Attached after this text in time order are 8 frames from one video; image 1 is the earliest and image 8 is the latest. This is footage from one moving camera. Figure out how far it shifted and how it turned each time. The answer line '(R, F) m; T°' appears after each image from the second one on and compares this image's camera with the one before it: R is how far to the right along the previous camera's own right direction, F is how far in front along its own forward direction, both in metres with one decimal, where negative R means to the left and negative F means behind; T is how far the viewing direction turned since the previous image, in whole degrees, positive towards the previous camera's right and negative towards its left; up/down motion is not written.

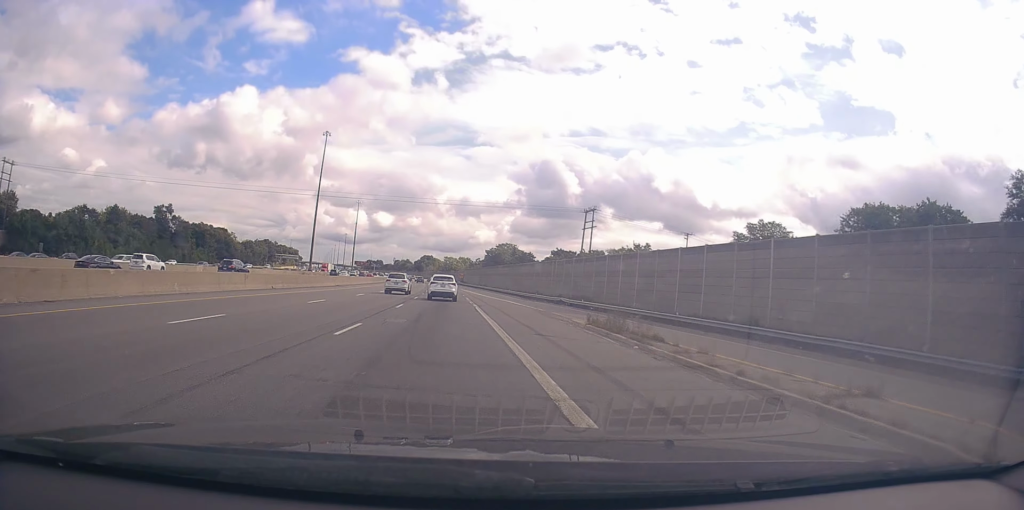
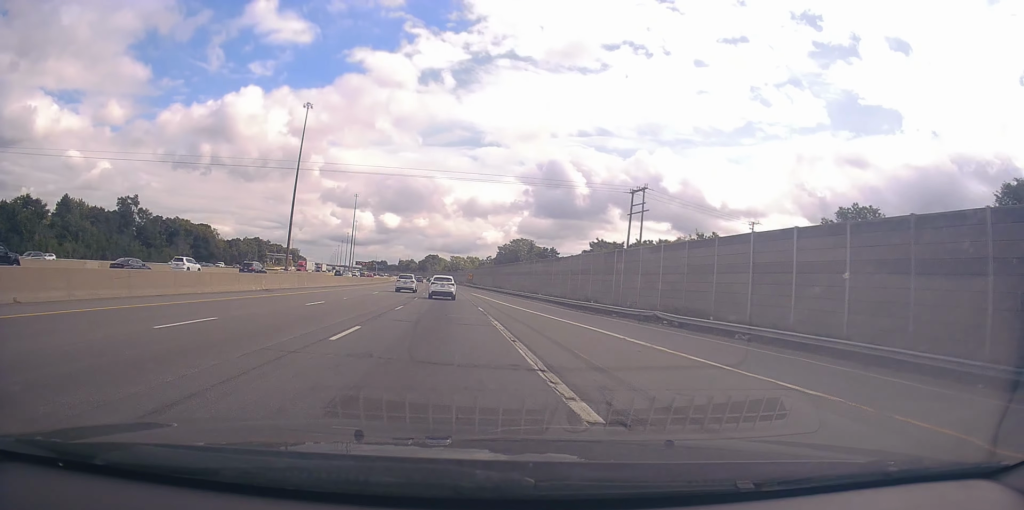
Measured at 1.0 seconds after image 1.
(-0.5, +25.7) m; -1°
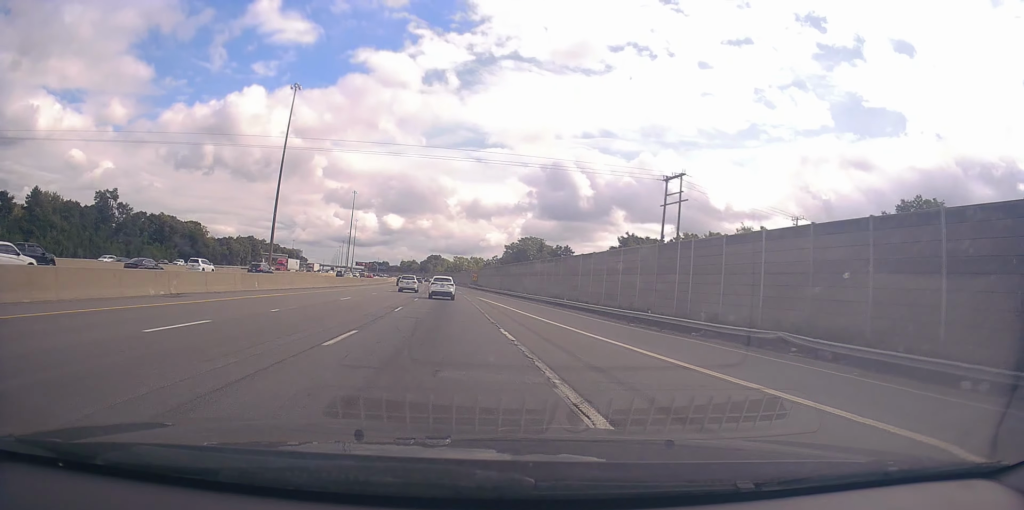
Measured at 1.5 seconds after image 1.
(0.0, +13.0) m; 0°
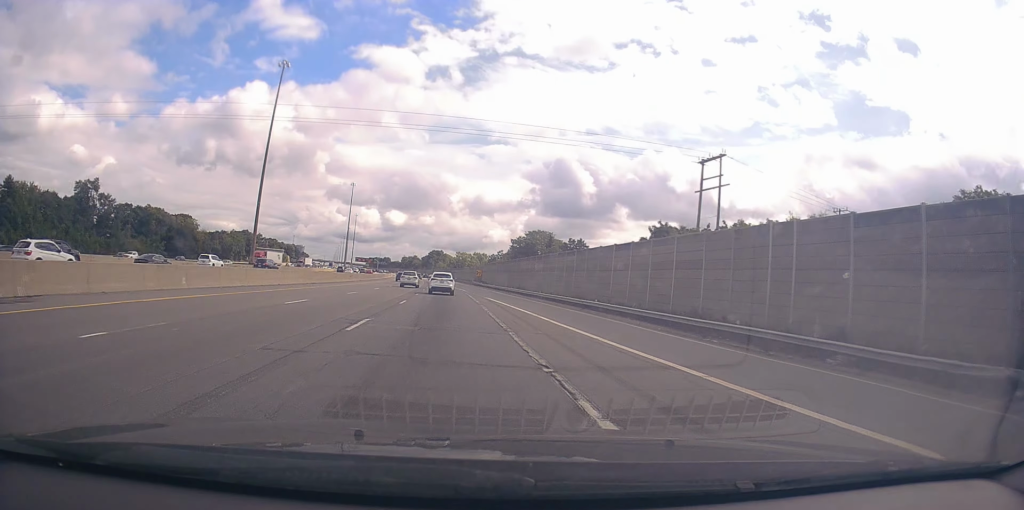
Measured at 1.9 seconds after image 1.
(-0.1, +10.4) m; 0°
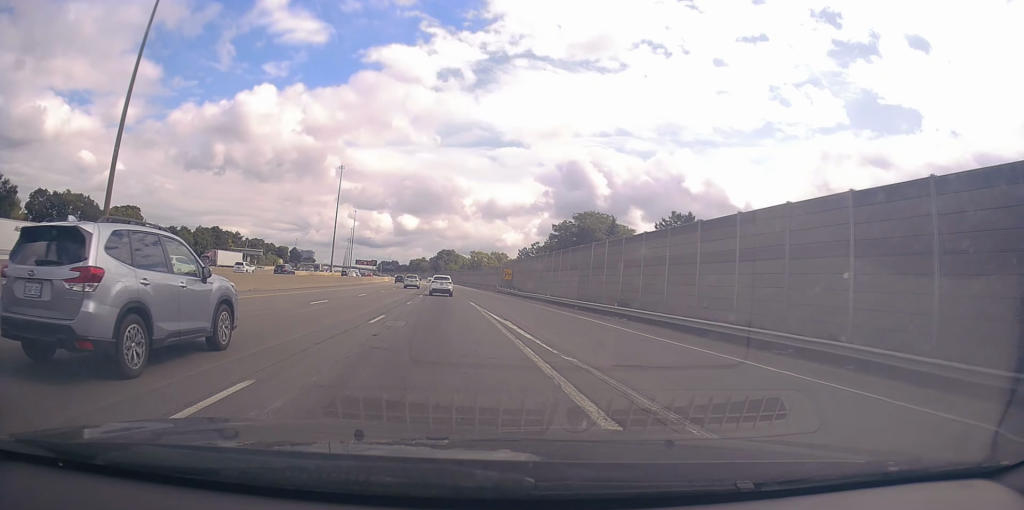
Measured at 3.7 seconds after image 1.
(-0.1, +46.4) m; -2°
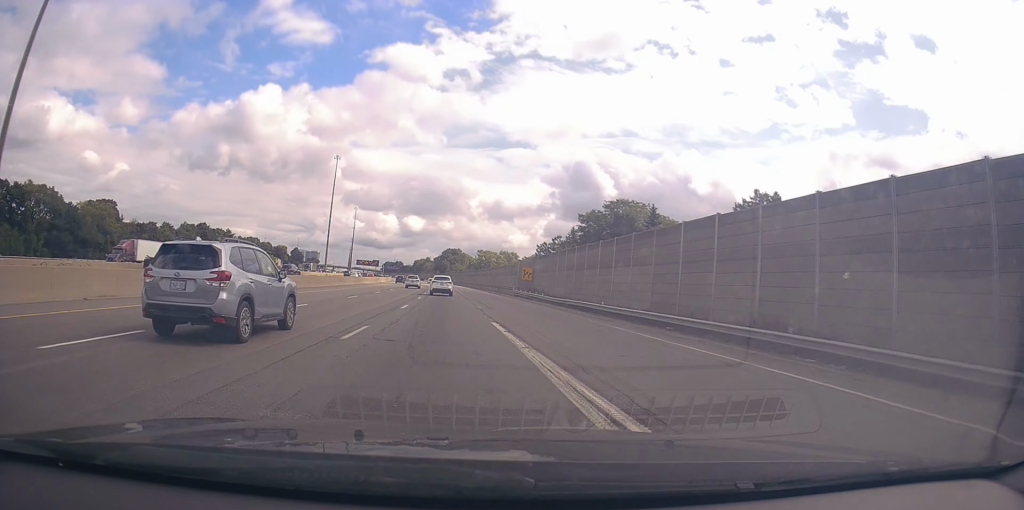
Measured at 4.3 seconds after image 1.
(-0.3, +16.9) m; -1°
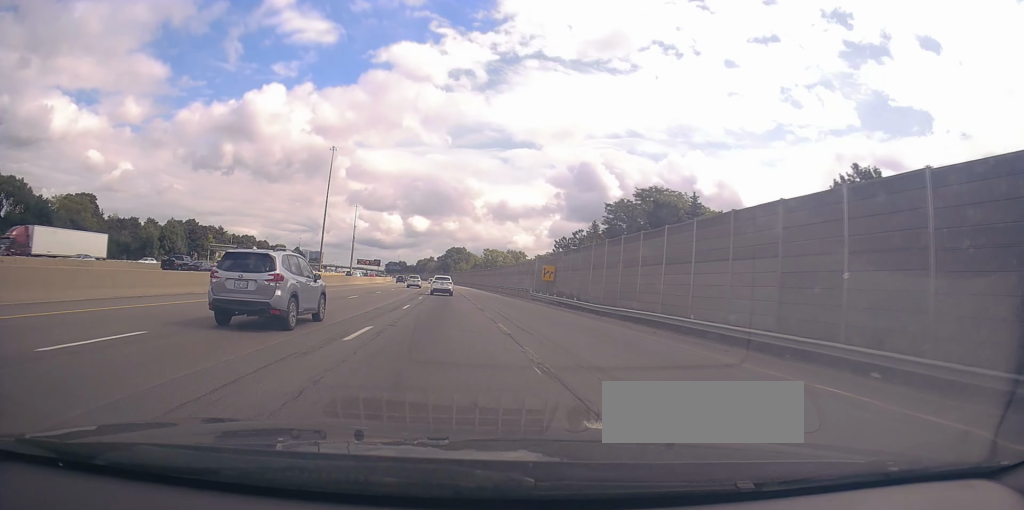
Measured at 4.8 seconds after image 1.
(+0.1, +12.6) m; -1°
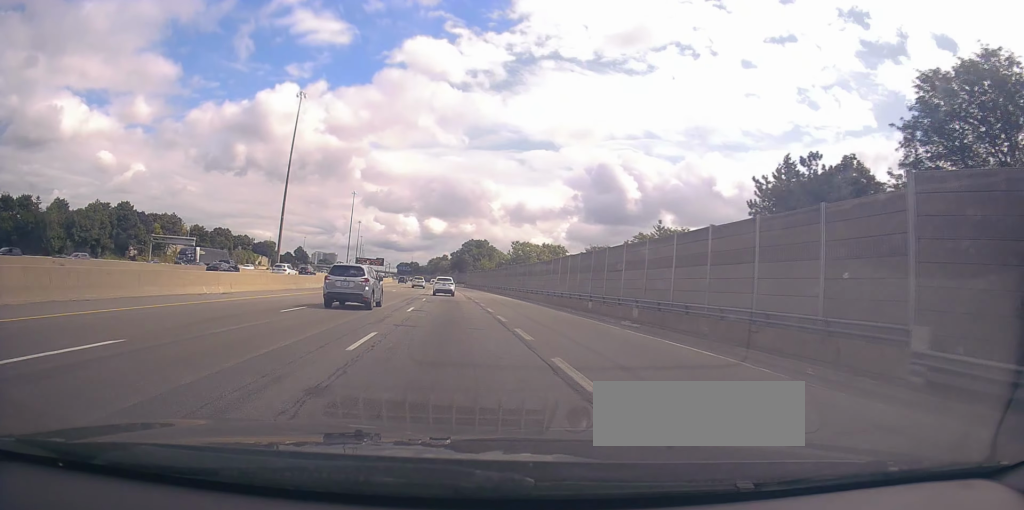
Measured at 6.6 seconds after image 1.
(-0.5, +50.5) m; 0°
